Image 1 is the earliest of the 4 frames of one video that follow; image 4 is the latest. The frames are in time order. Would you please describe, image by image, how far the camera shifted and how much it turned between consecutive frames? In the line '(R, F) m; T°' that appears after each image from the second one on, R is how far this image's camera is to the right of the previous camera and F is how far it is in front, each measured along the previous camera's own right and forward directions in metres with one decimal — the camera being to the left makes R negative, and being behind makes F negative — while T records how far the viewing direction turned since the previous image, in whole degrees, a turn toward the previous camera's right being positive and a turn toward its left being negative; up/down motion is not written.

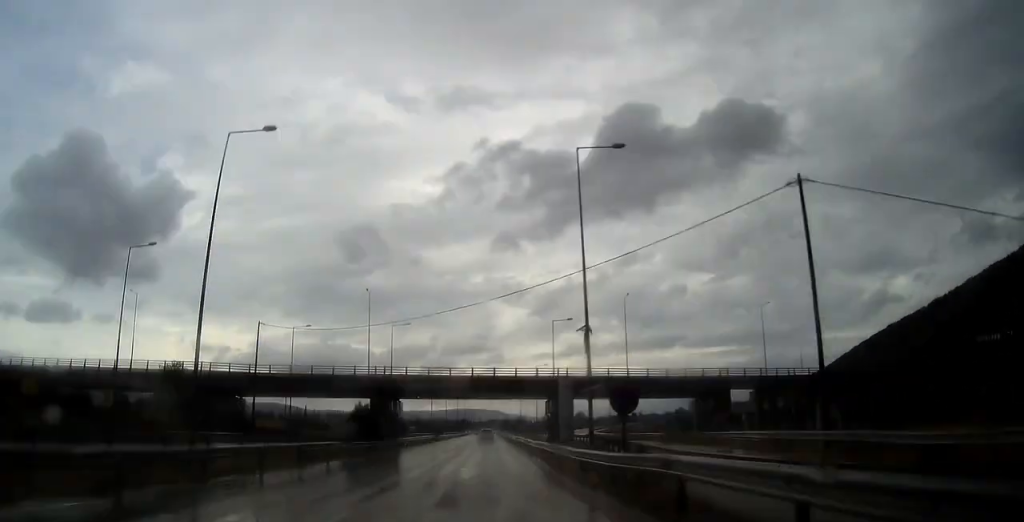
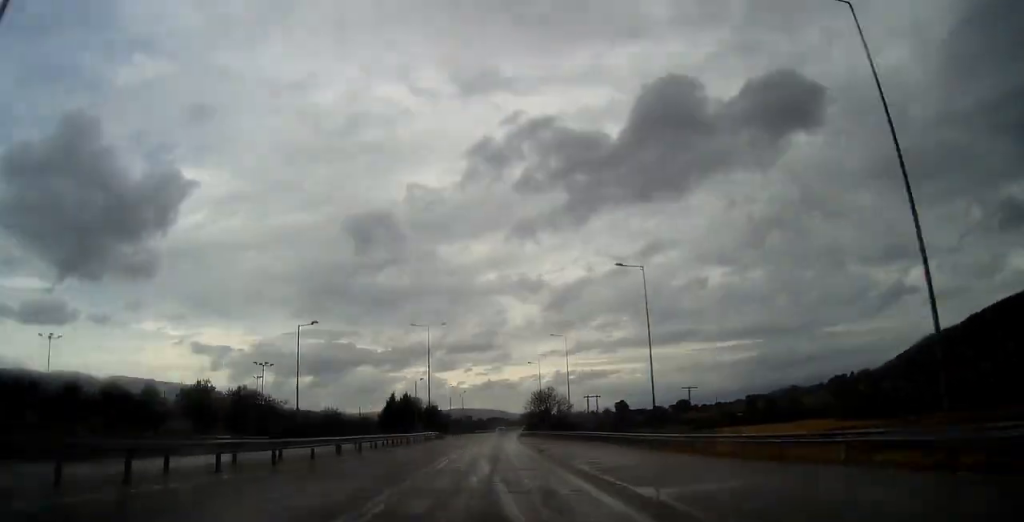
(-1.6, +310.2) m; +1°
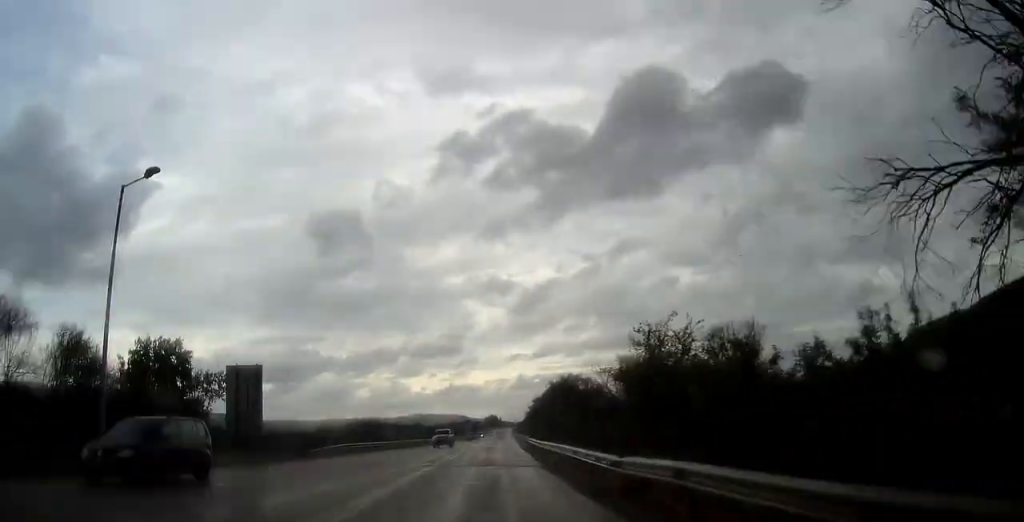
(+2.6, +136.2) m; +2°
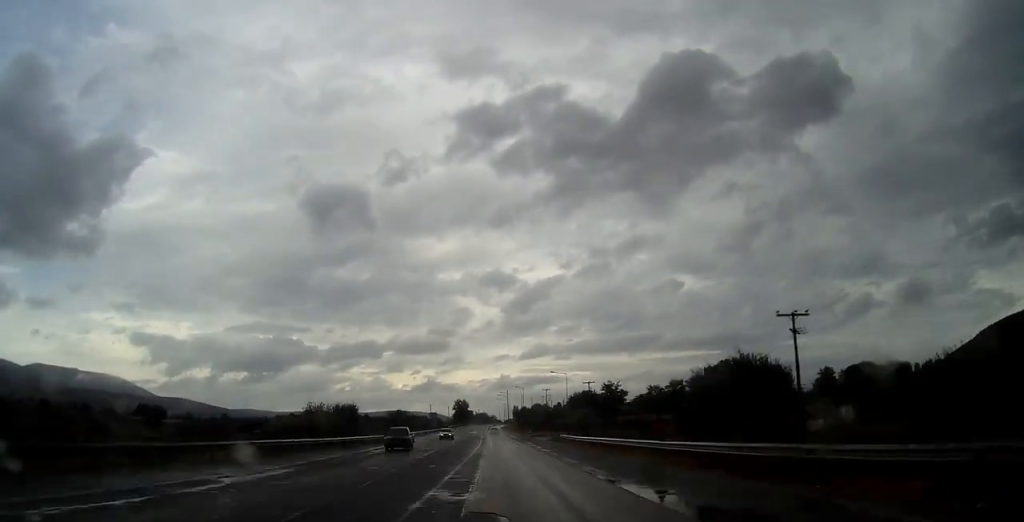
(+7.8, +305.2) m; +2°
